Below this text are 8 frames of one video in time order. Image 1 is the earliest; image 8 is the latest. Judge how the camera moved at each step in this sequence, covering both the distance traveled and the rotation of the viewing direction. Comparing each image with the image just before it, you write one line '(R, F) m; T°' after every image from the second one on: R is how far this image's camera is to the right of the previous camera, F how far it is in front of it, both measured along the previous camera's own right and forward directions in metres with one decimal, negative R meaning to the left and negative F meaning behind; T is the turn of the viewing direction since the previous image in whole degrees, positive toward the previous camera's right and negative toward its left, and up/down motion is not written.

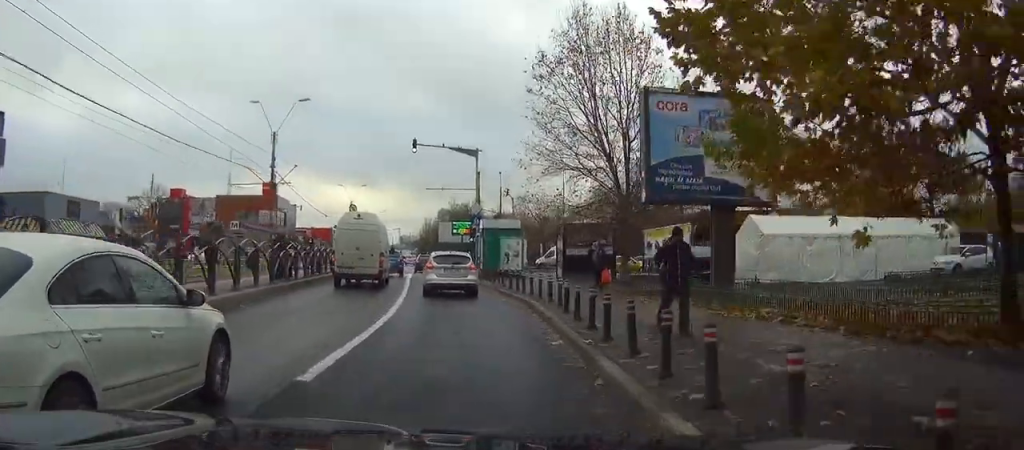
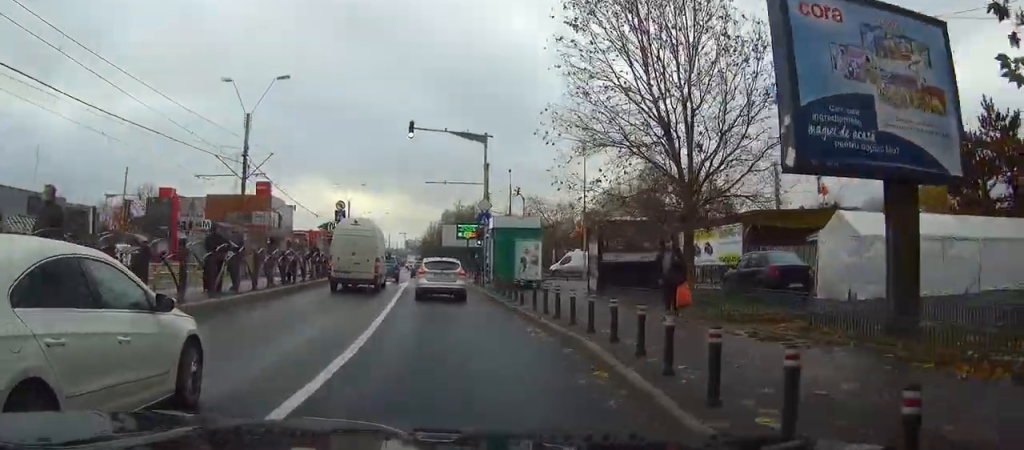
(-0.1, +7.2) m; -1°
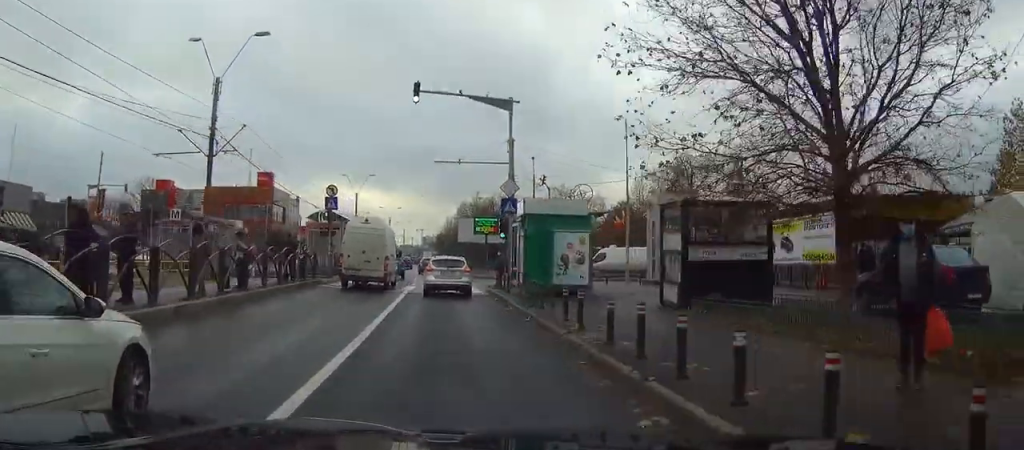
(-0.1, +8.1) m; -1°
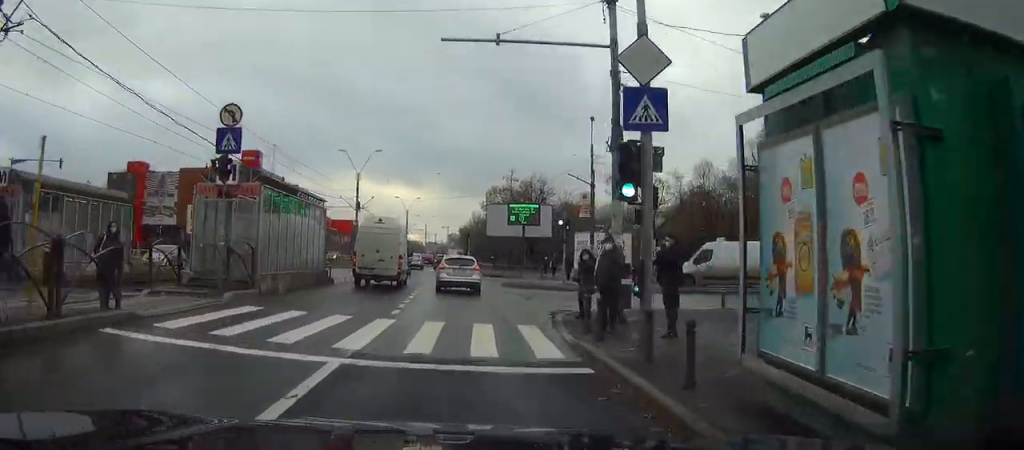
(-0.5, +19.0) m; -3°
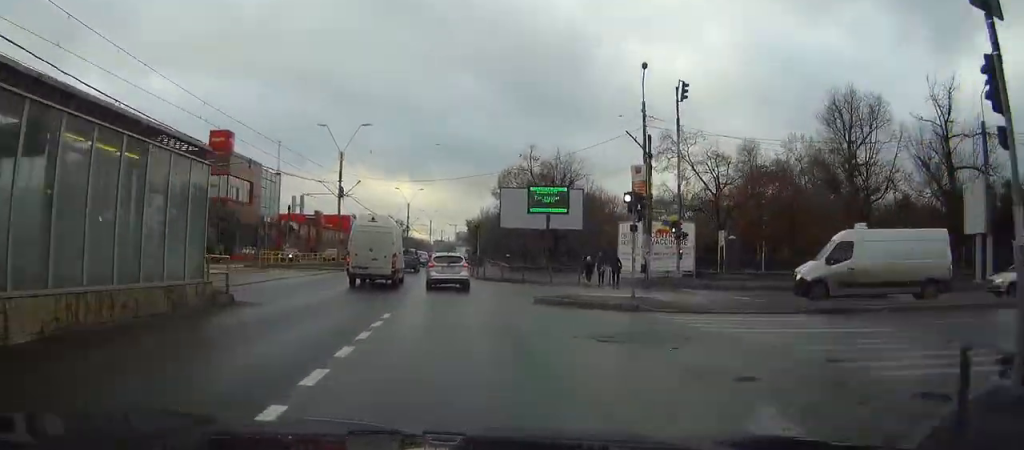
(-0.2, +13.4) m; -1°
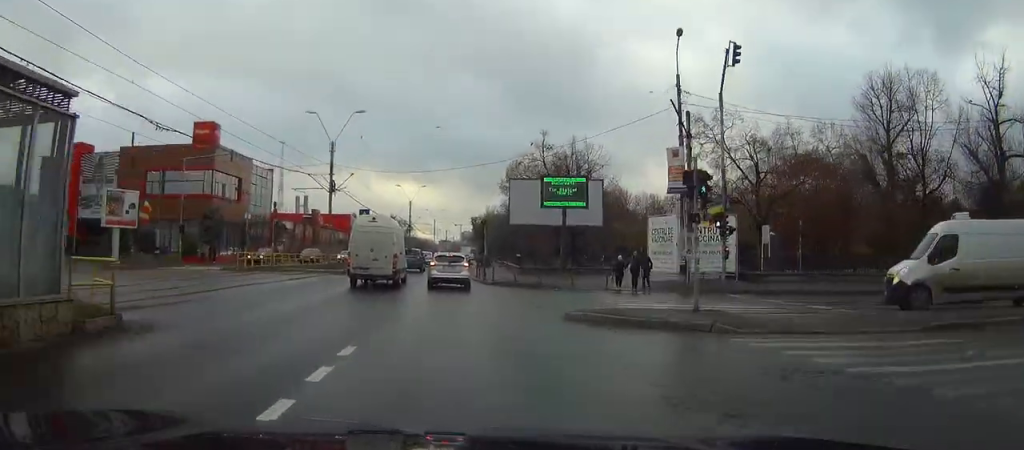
(0.0, +5.7) m; 0°
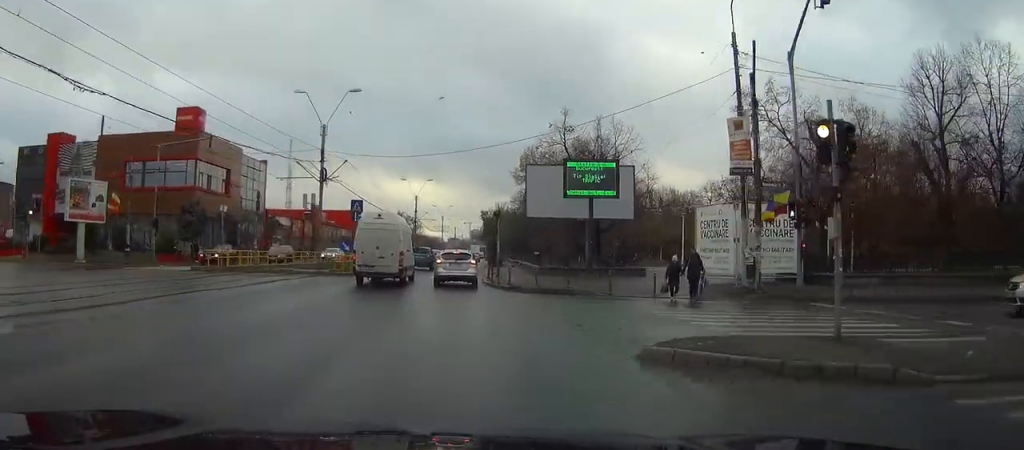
(-0.1, +6.5) m; -1°
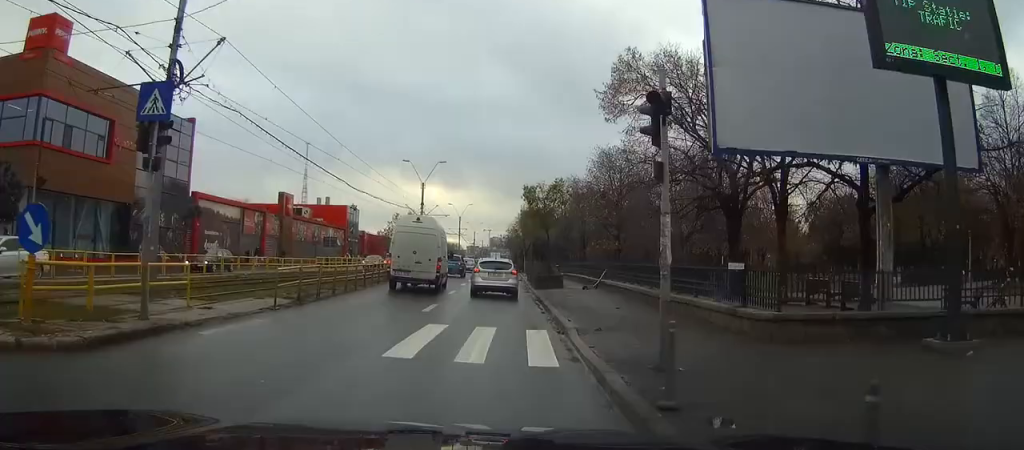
(-0.3, +27.8) m; 0°
